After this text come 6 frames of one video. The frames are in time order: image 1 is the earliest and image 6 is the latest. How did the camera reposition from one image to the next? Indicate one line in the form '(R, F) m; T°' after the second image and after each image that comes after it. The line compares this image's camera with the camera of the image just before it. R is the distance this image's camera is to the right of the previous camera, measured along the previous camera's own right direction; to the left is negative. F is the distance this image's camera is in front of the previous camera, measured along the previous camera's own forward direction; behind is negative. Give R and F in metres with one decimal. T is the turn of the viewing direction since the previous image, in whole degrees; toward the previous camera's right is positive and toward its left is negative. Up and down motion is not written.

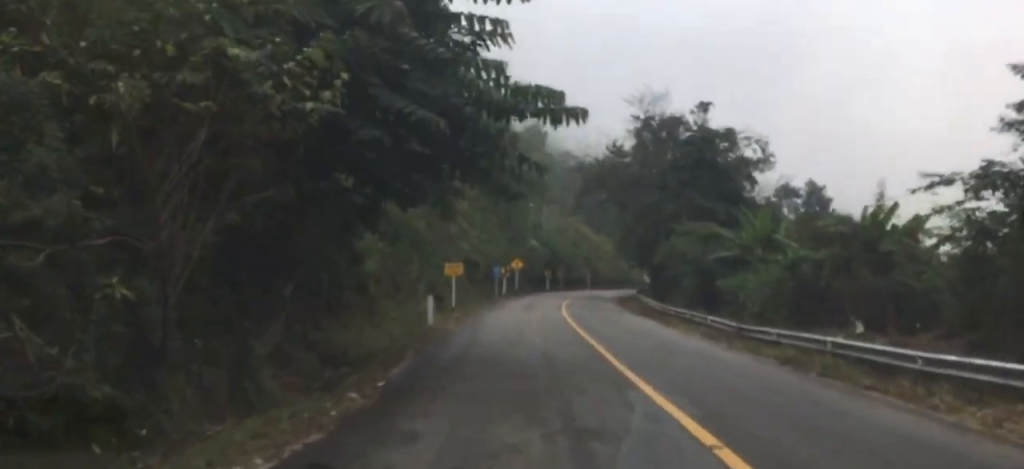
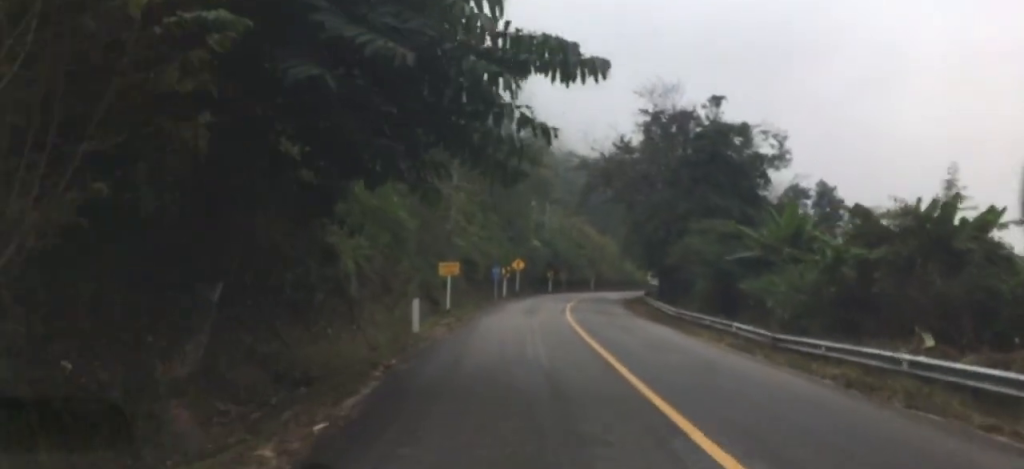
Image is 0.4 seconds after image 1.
(-0.4, +3.4) m; -3°
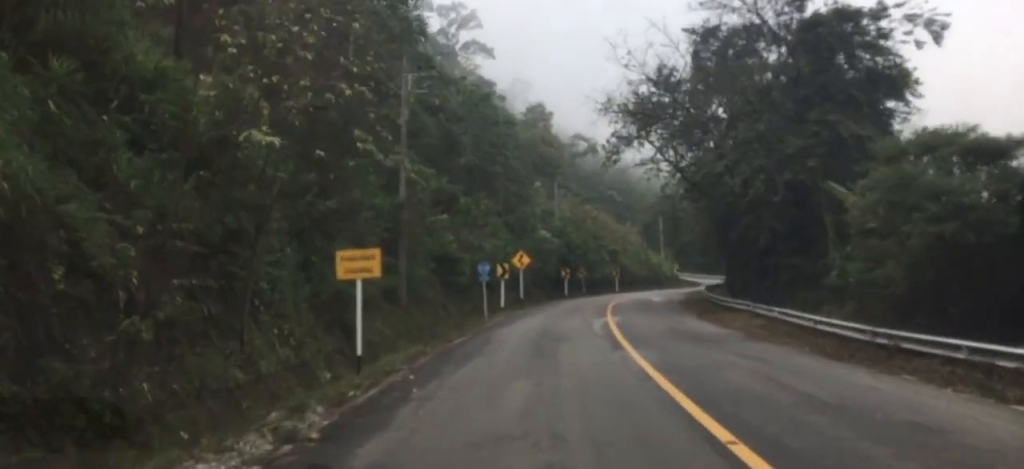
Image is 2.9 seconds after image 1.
(+0.4, +20.7) m; +8°
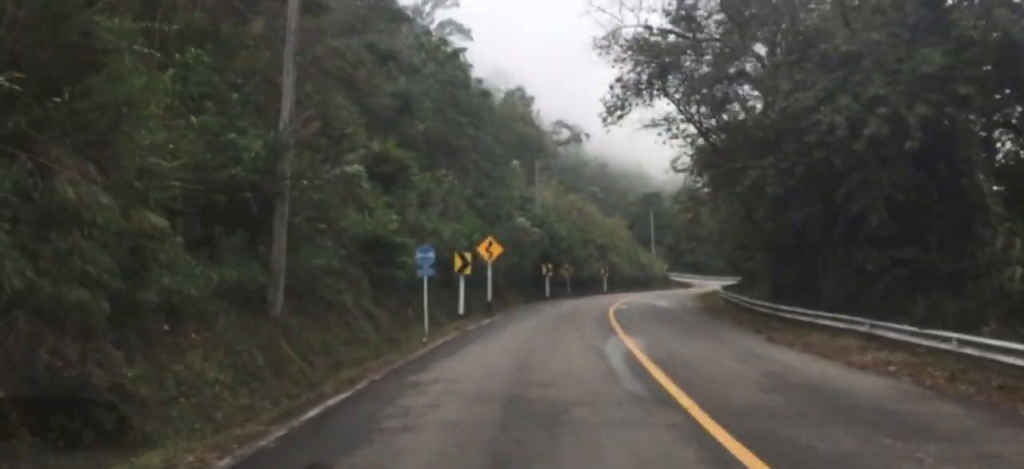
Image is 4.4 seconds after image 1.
(+0.2, +11.1) m; +4°
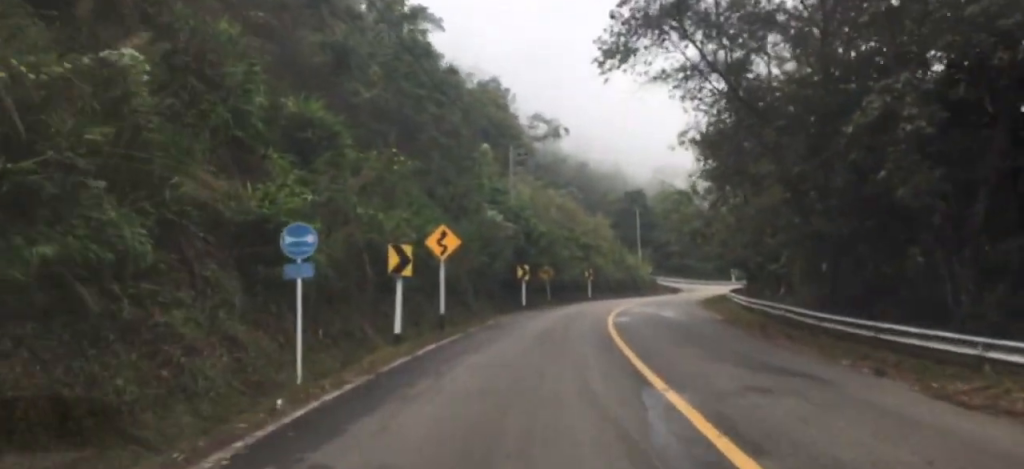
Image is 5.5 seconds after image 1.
(+0.4, +8.6) m; -1°
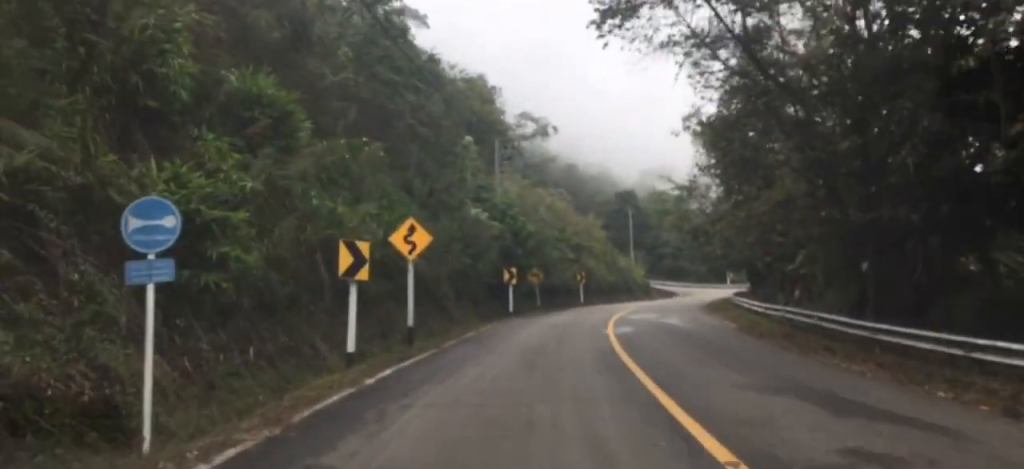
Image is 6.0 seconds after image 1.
(+0.2, +3.8) m; -3°
